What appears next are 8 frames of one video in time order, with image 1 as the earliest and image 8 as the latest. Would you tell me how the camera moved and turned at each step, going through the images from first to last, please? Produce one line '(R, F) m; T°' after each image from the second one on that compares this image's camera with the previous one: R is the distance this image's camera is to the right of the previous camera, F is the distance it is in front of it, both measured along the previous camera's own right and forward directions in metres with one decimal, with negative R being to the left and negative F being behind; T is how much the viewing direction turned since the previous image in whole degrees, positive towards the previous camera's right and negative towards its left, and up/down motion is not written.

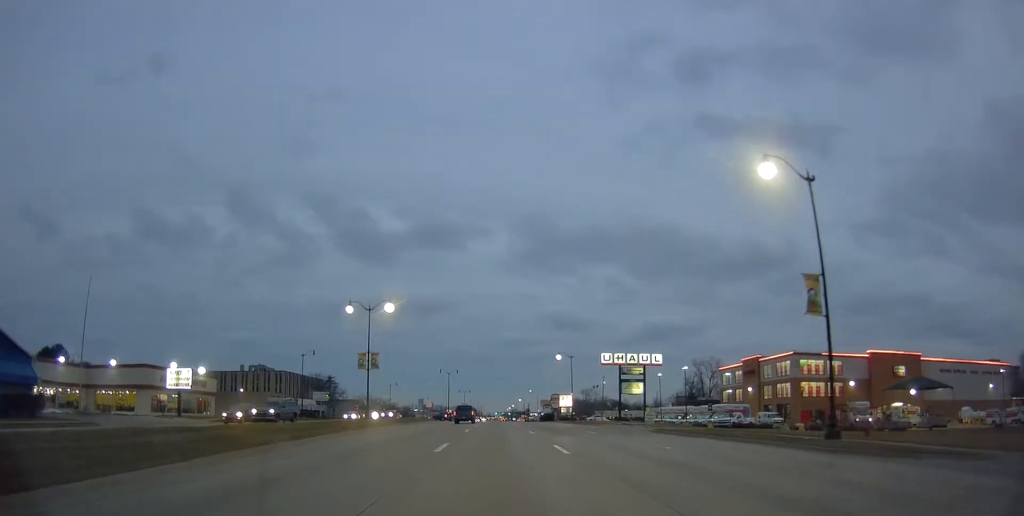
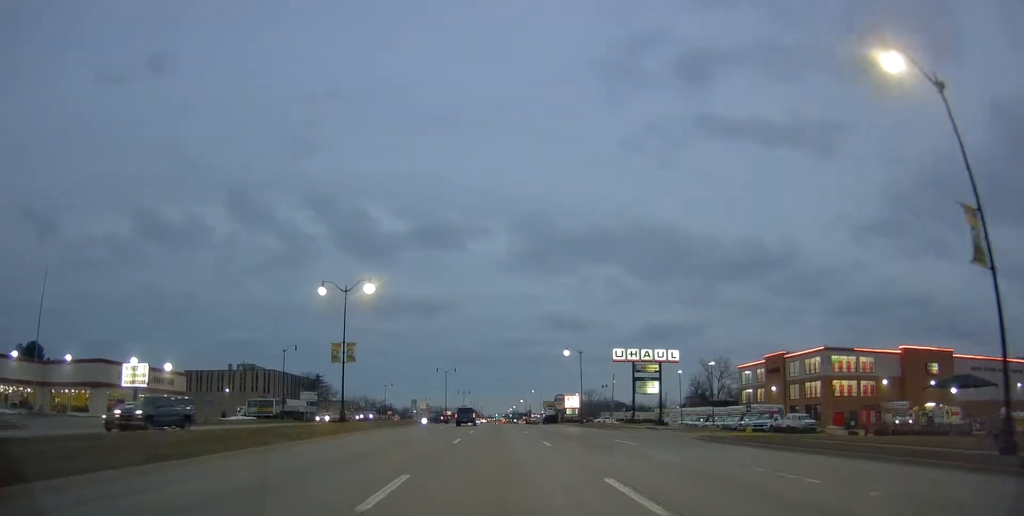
(+0.2, +9.3) m; -1°
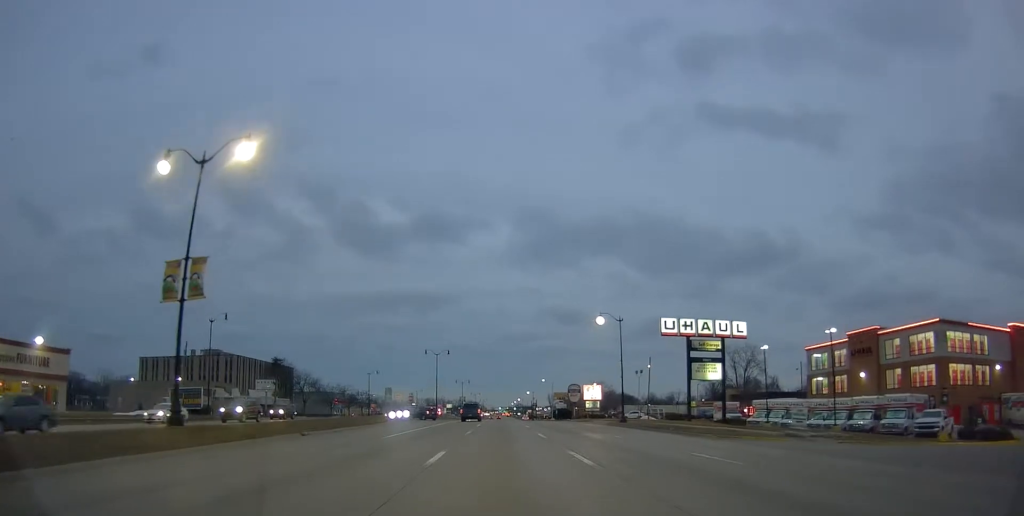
(-0.9, +25.1) m; -2°
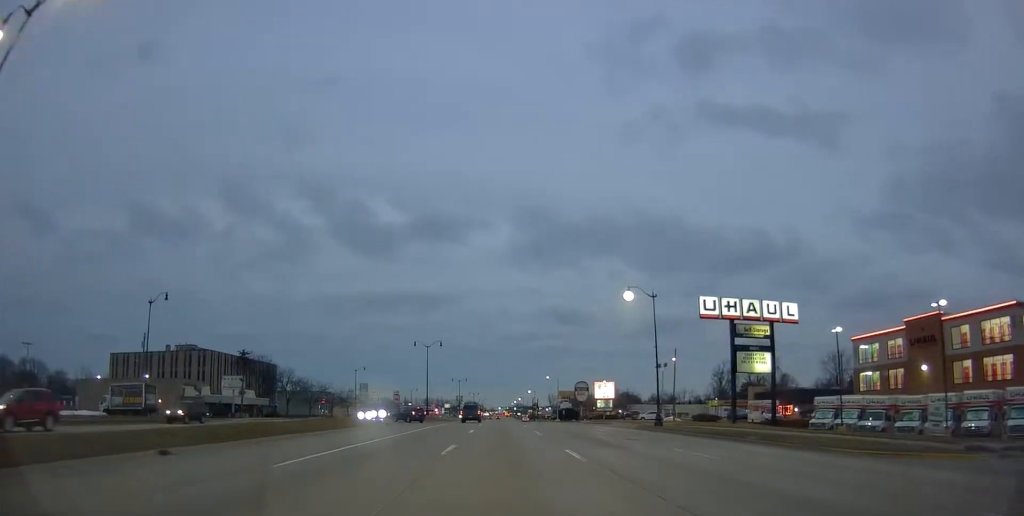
(-0.1, +12.9) m; +1°
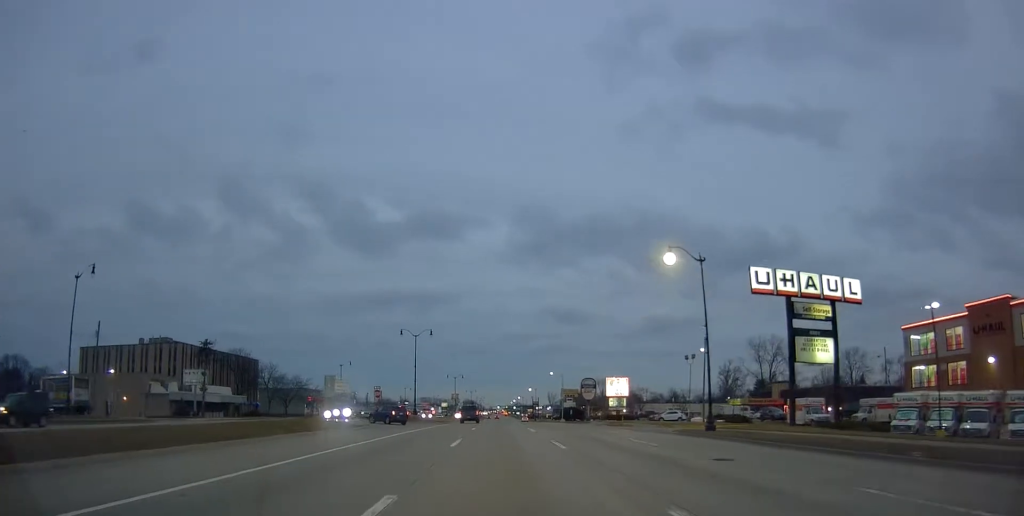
(+0.2, +11.5) m; +1°
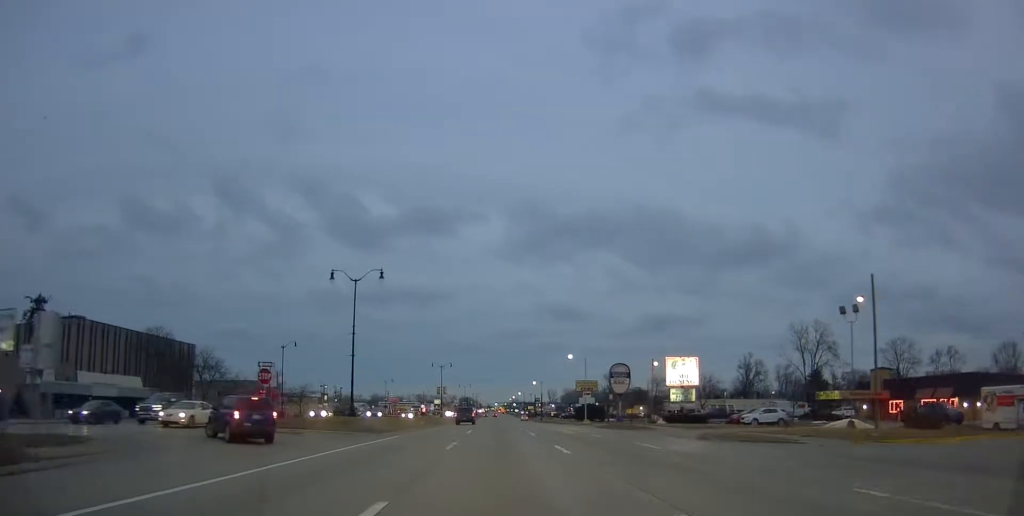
(+0.4, +31.5) m; +1°
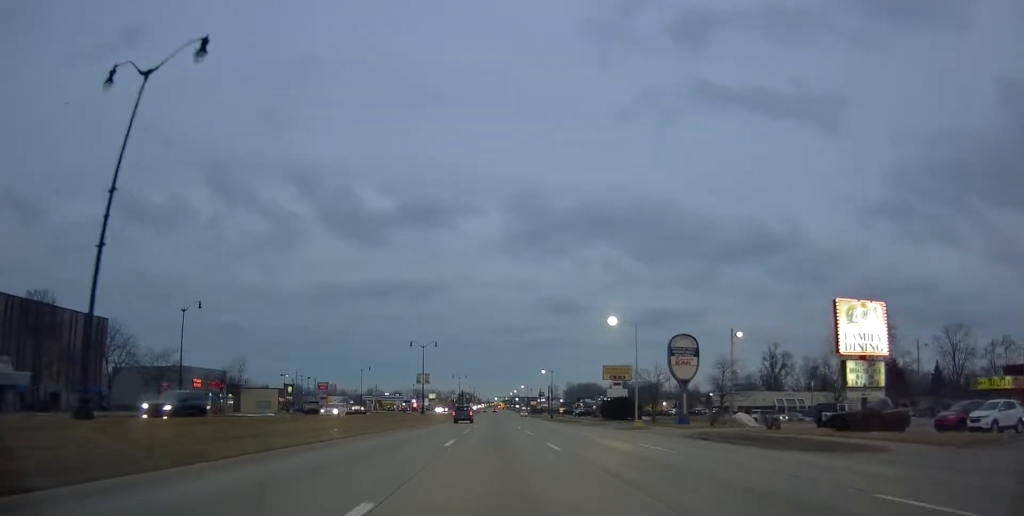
(+0.4, +29.4) m; +1°
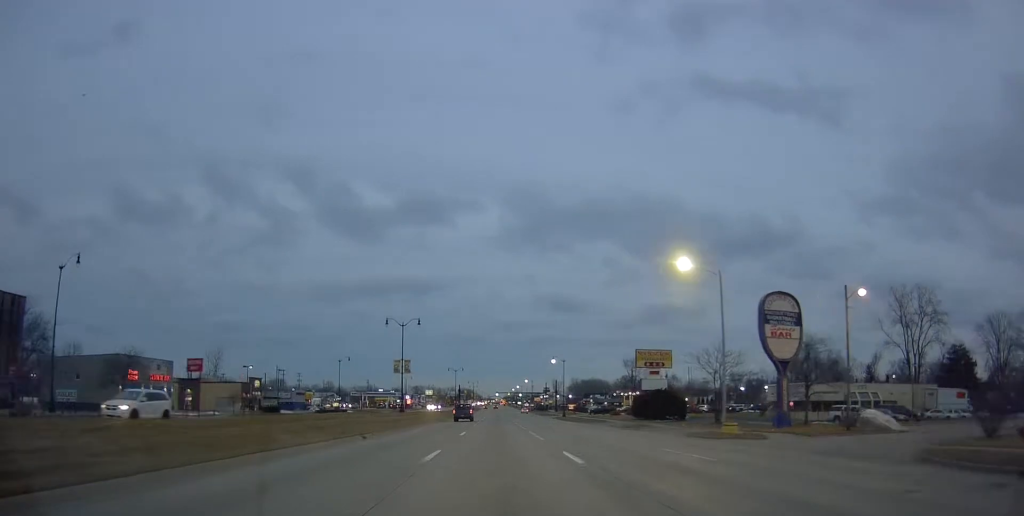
(0.0, +20.5) m; -2°
